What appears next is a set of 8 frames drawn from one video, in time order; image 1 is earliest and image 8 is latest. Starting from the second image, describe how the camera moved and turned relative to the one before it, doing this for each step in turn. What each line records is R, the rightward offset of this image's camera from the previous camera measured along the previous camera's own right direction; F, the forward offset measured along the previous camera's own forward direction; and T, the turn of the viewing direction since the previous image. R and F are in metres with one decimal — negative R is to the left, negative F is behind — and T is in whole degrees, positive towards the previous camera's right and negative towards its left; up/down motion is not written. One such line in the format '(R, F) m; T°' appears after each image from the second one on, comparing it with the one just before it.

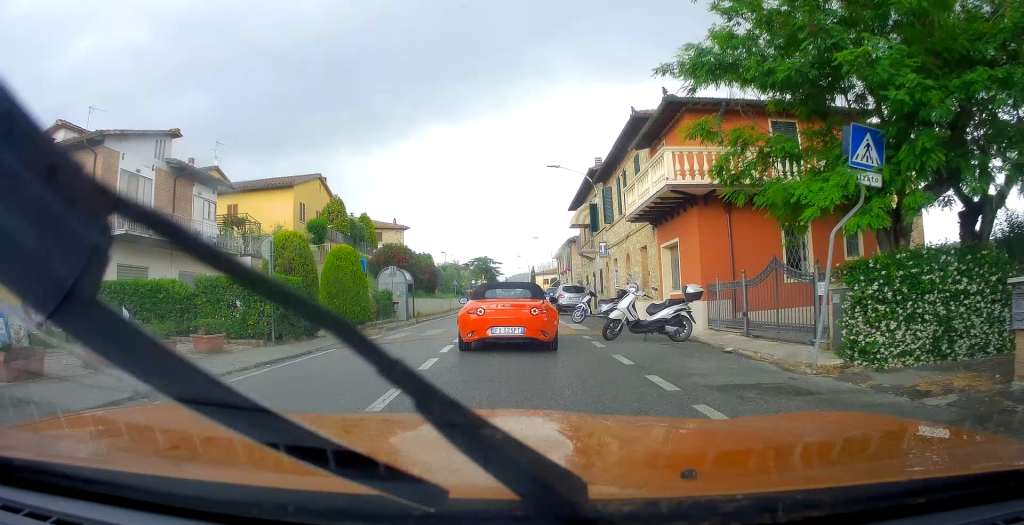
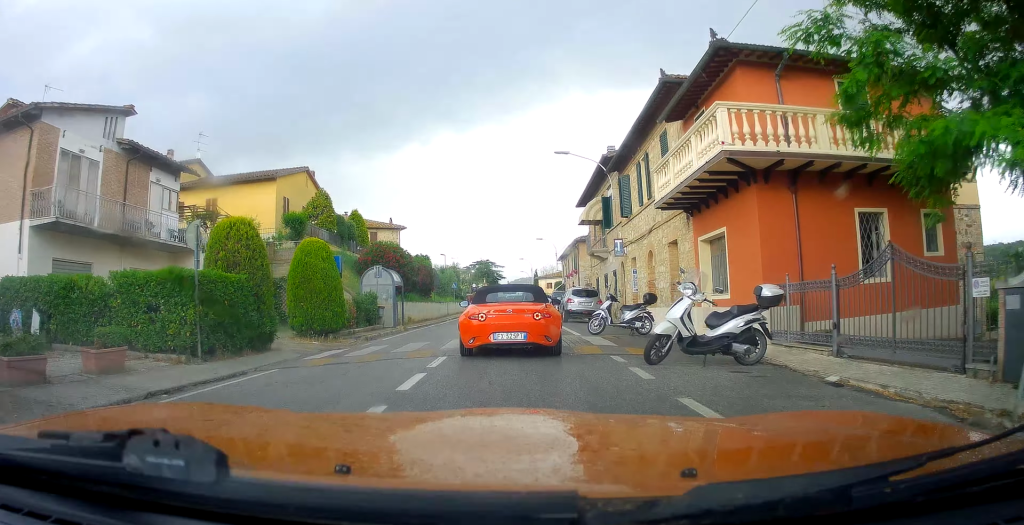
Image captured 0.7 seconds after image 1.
(-0.2, +3.7) m; -2°
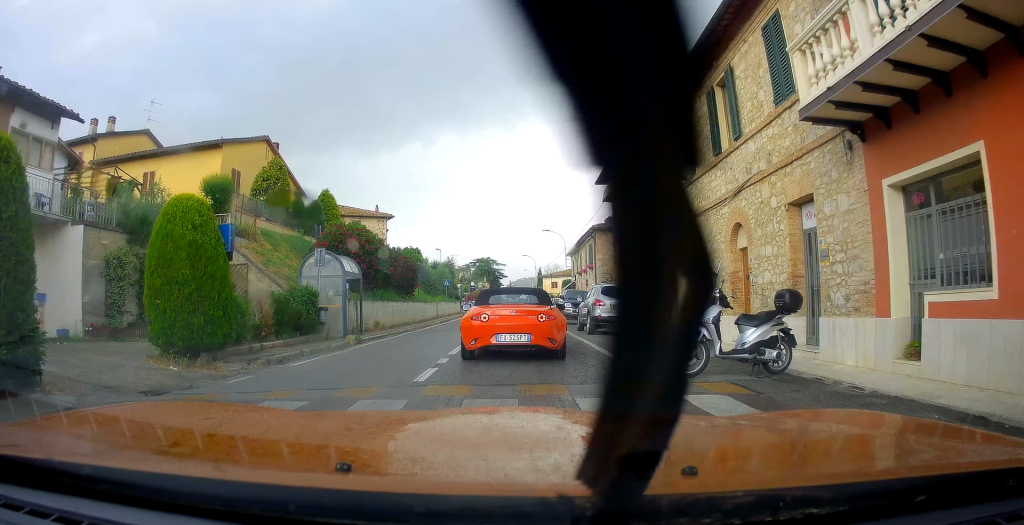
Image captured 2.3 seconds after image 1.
(-0.1, +8.2) m; 0°
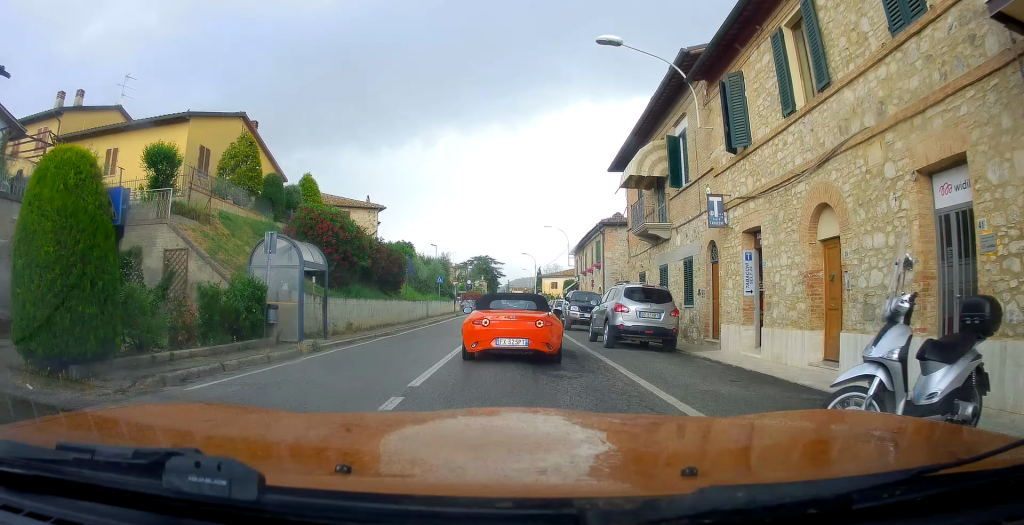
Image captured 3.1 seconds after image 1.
(0.0, +4.1) m; 0°
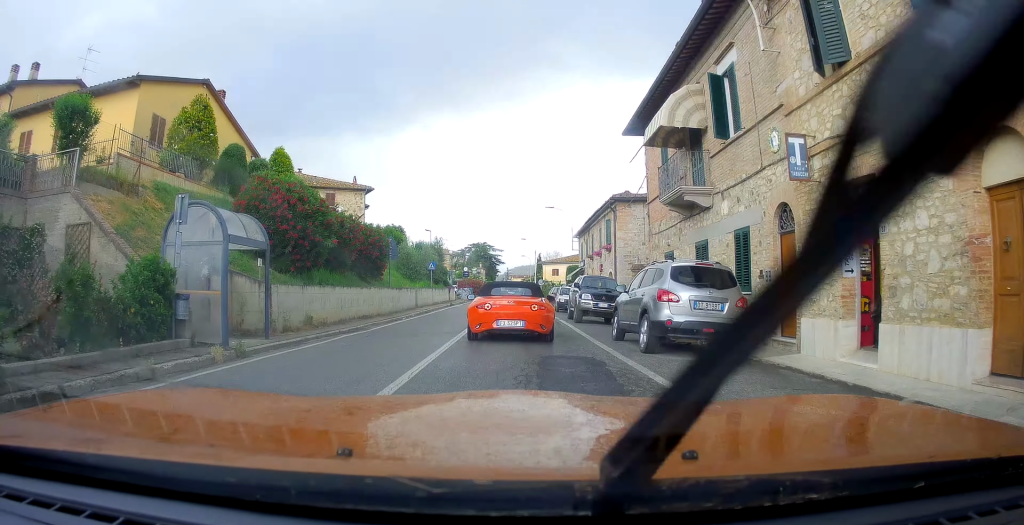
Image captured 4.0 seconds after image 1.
(0.0, +4.7) m; +2°
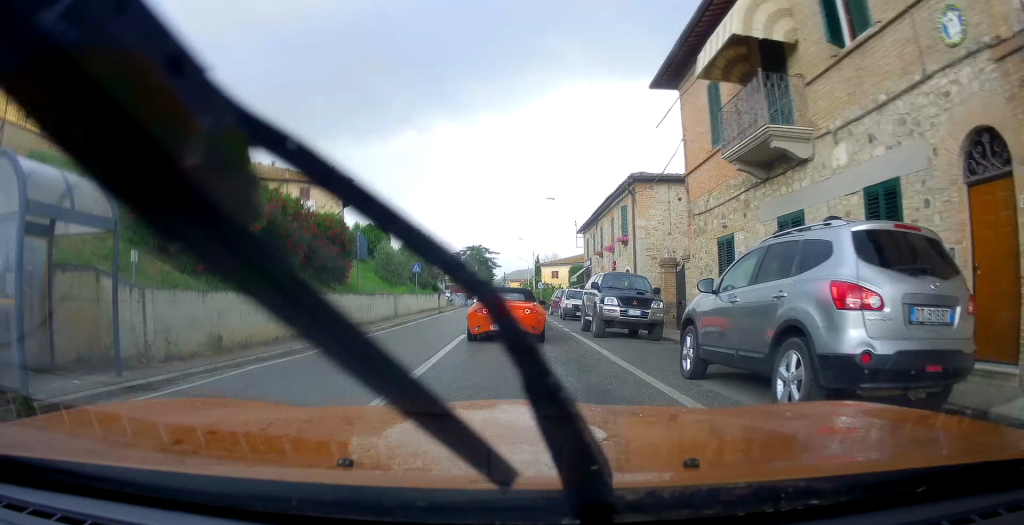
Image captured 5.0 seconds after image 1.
(+0.2, +5.7) m; -1°
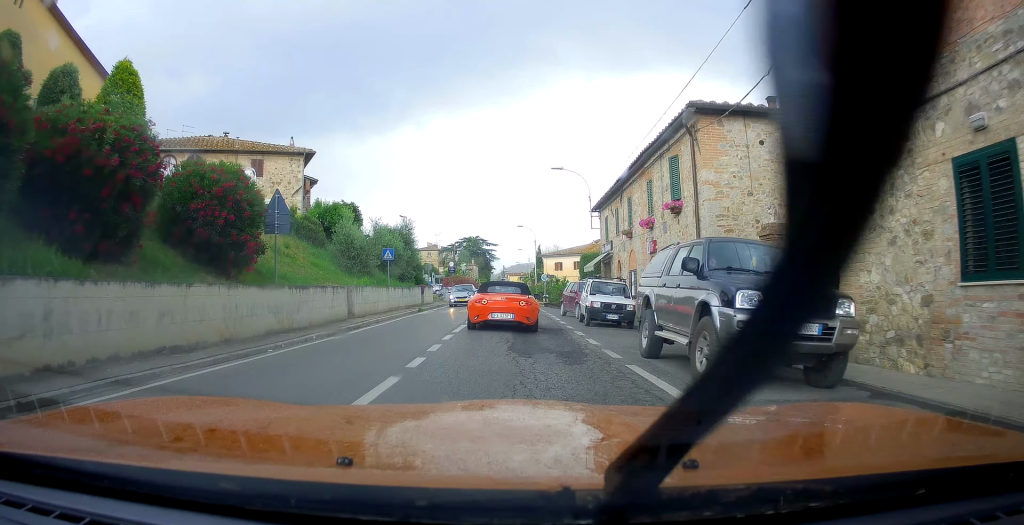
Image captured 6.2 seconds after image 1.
(-0.4, +8.8) m; -1°
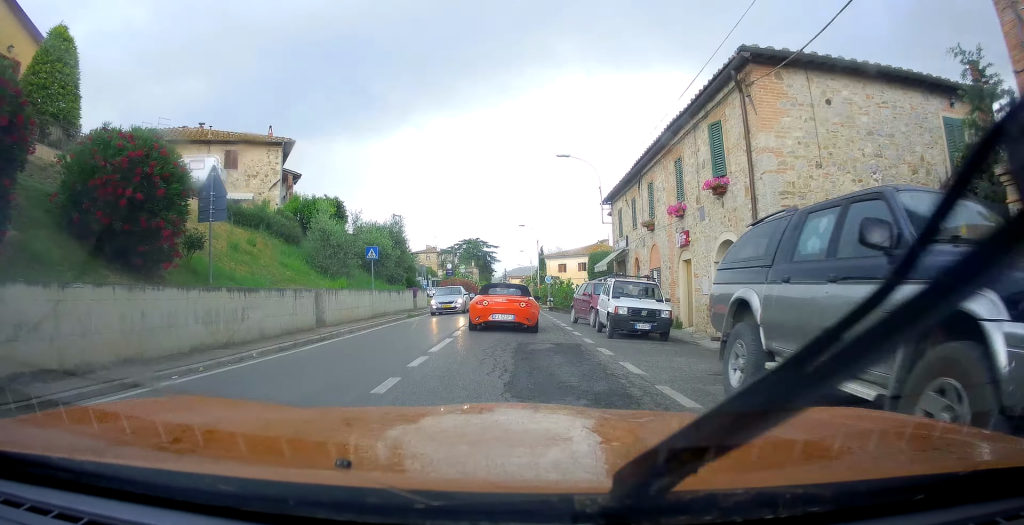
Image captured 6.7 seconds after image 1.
(+0.1, +4.0) m; +1°
